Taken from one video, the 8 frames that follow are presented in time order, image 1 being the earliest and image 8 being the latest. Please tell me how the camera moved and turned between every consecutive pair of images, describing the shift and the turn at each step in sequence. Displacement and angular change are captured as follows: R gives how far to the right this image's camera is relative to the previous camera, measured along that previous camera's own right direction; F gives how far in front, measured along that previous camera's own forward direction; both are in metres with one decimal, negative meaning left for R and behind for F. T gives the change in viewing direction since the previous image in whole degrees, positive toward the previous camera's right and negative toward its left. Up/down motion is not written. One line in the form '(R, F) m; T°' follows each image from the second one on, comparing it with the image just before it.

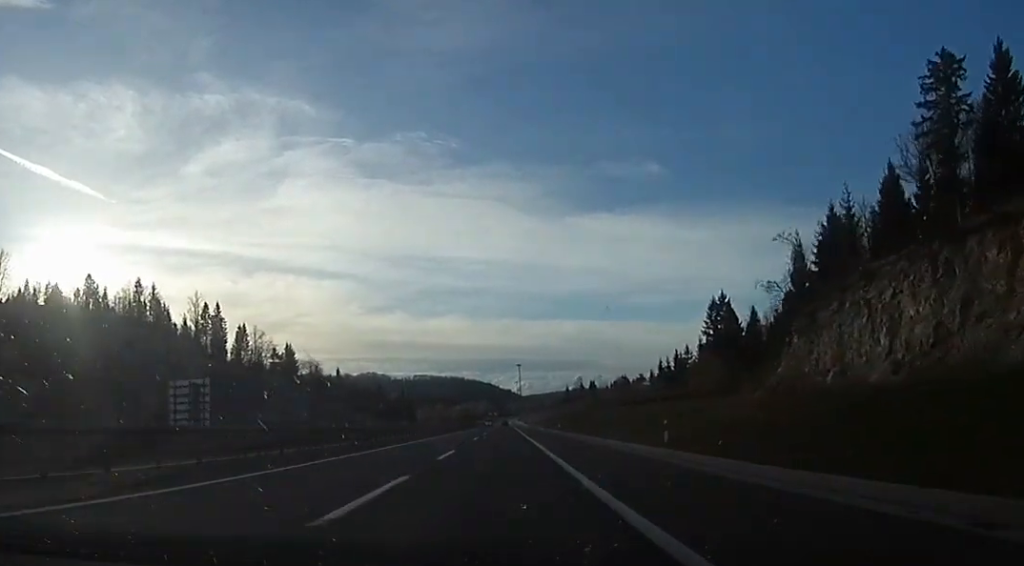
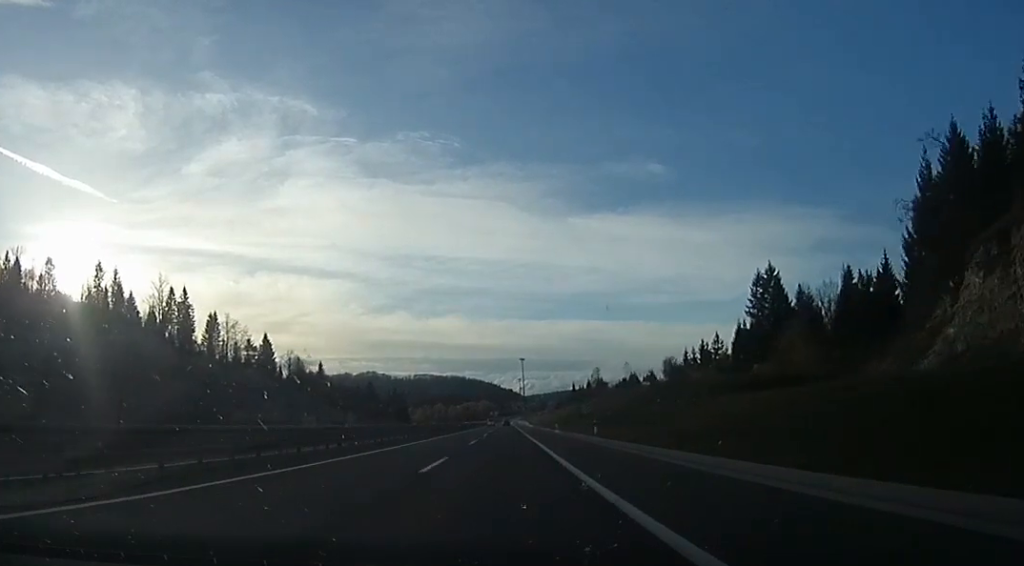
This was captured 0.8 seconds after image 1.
(-0.7, +24.0) m; 0°
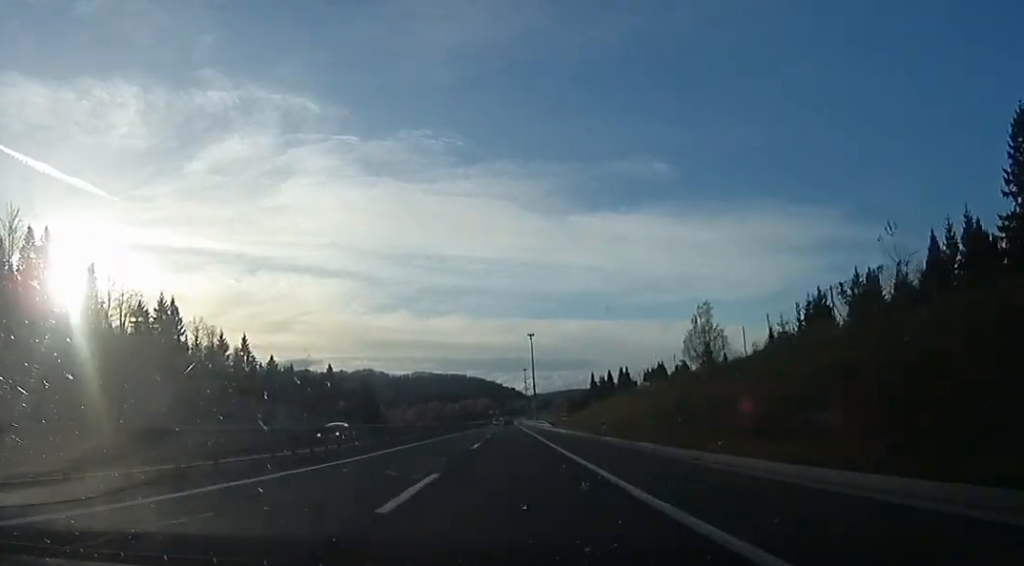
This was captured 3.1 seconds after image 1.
(0.0, +63.8) m; 0°
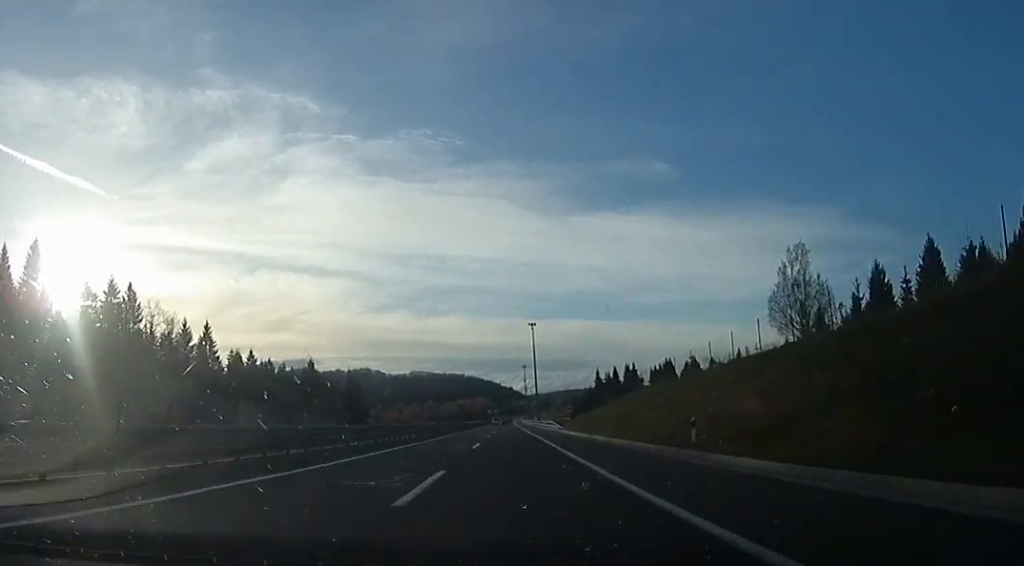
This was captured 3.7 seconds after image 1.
(+0.4, +18.7) m; +1°
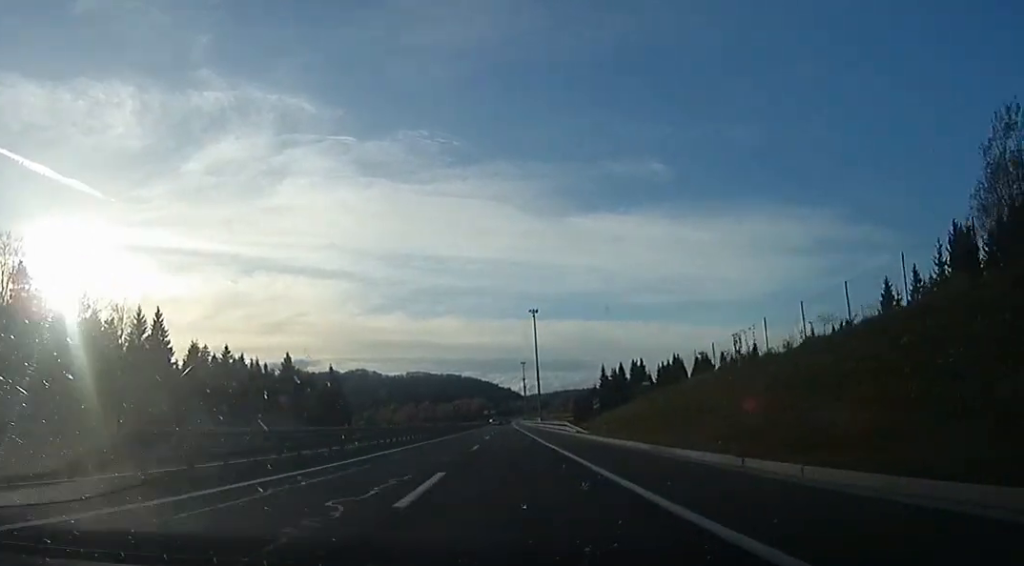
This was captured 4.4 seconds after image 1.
(0.0, +18.6) m; 0°
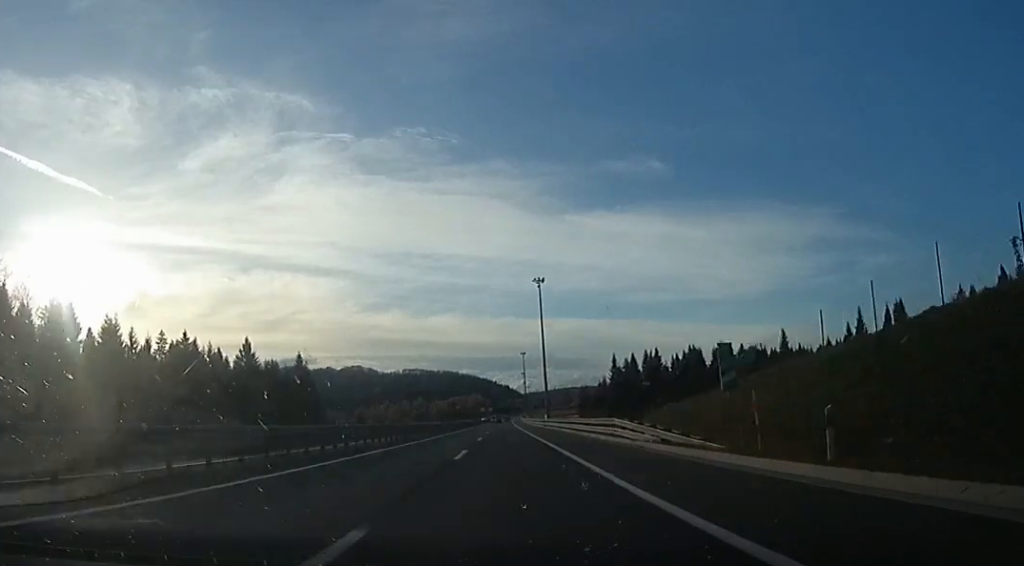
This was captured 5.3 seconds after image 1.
(0.0, +26.8) m; +1°
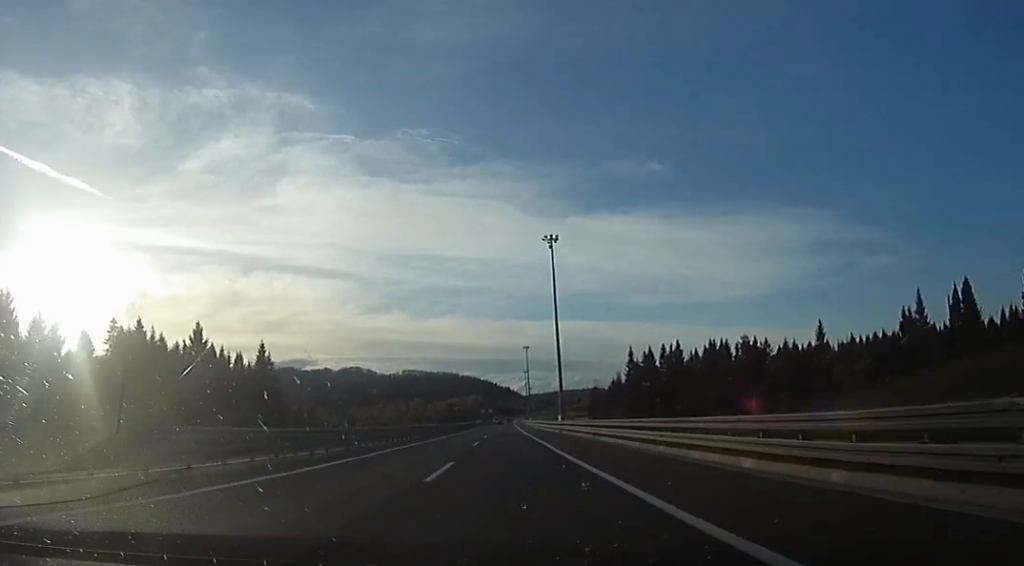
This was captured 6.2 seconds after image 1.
(+0.2, +25.0) m; +1°
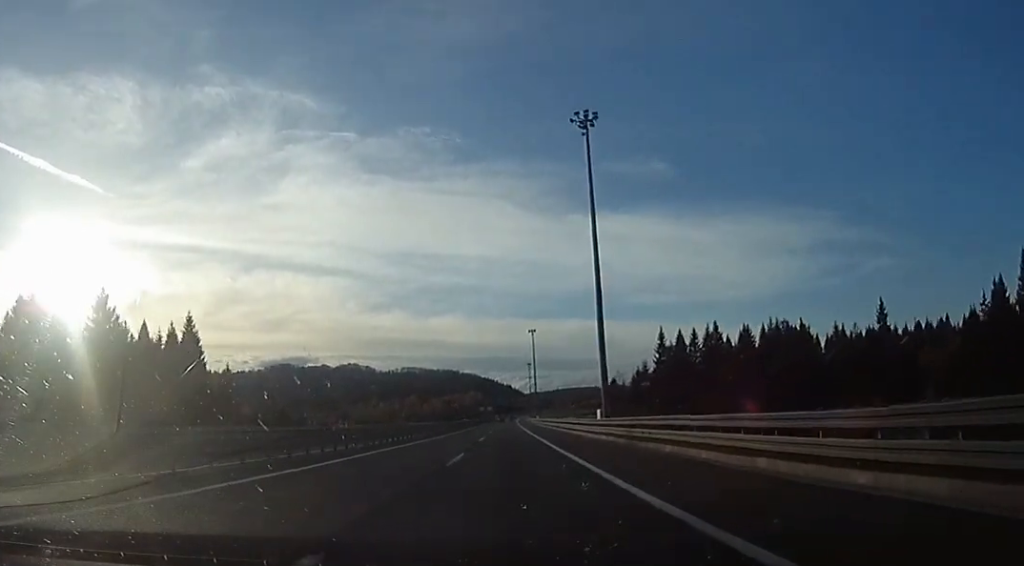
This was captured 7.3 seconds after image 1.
(+0.3, +32.7) m; -1°
